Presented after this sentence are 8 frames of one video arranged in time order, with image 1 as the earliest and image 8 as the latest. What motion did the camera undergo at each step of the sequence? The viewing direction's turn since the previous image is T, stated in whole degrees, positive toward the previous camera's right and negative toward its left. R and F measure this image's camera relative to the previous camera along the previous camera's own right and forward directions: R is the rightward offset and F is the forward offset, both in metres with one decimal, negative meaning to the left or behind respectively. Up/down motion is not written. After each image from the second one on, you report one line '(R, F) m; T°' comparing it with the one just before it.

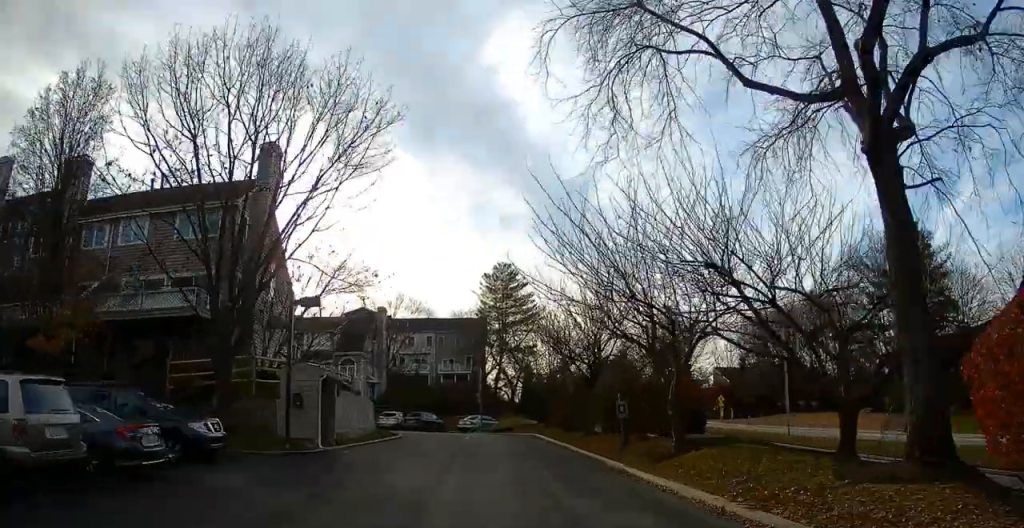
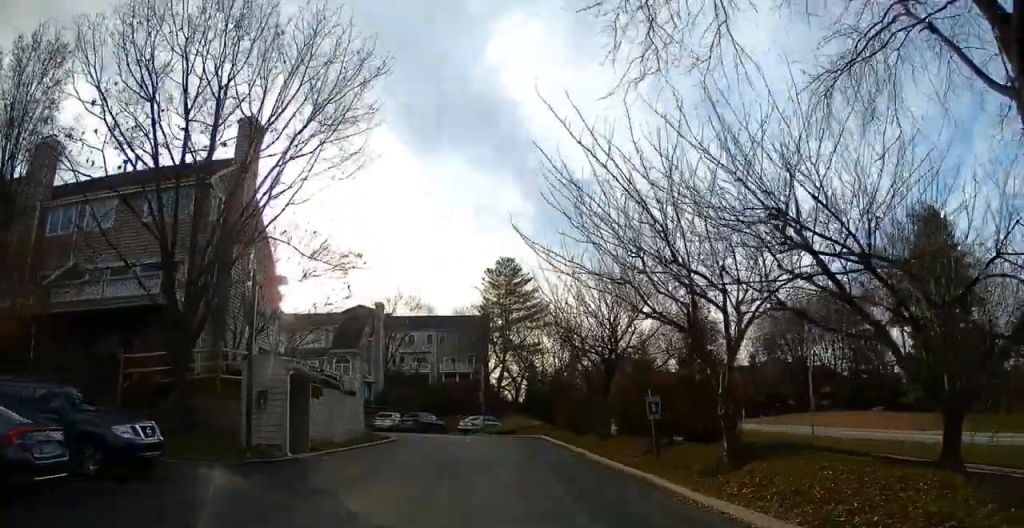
(-0.1, +3.6) m; -1°
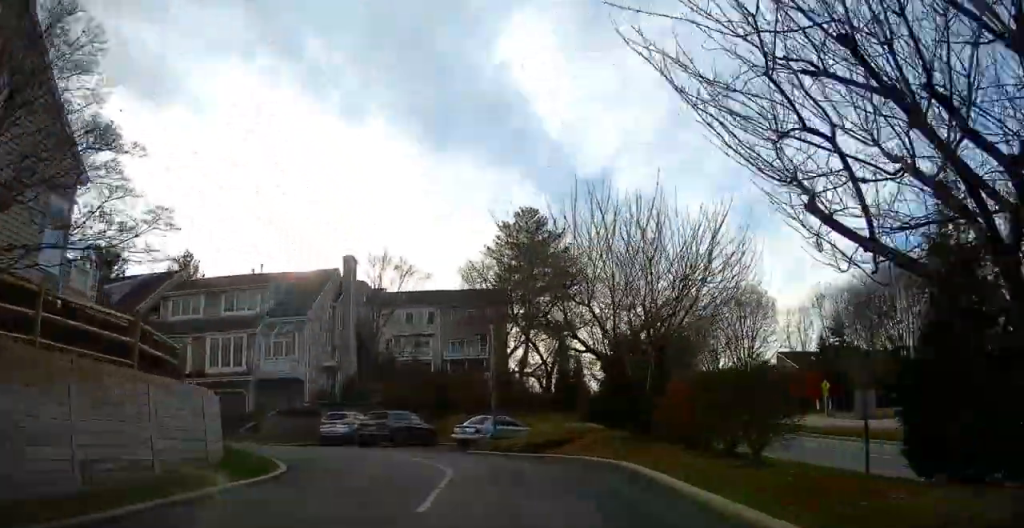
(-0.7, +21.3) m; -2°
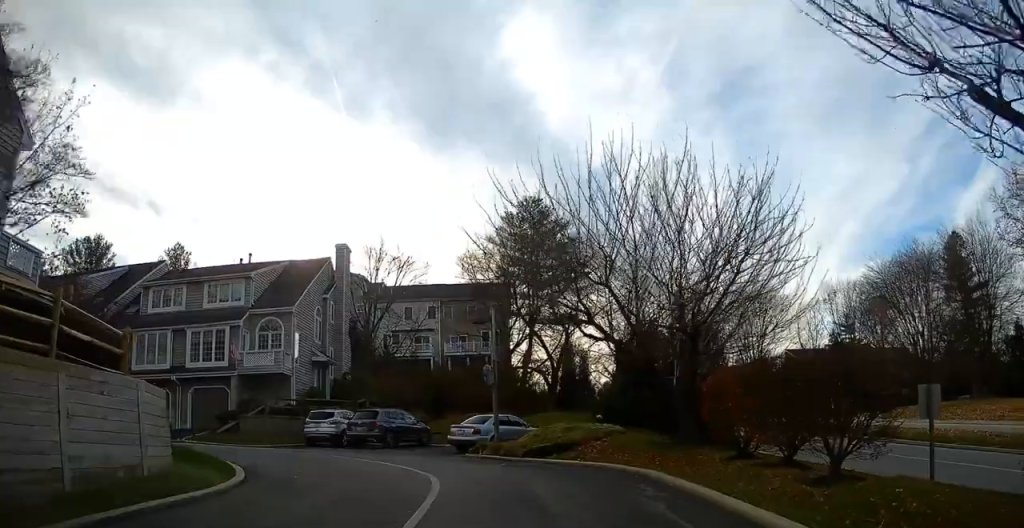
(+0.1, +3.1) m; 0°
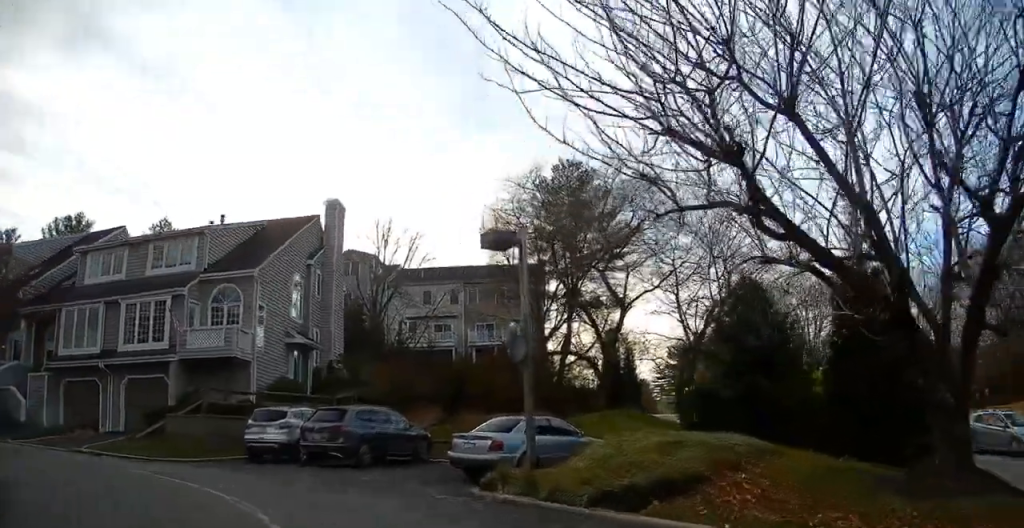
(-1.2, +9.3) m; -10°
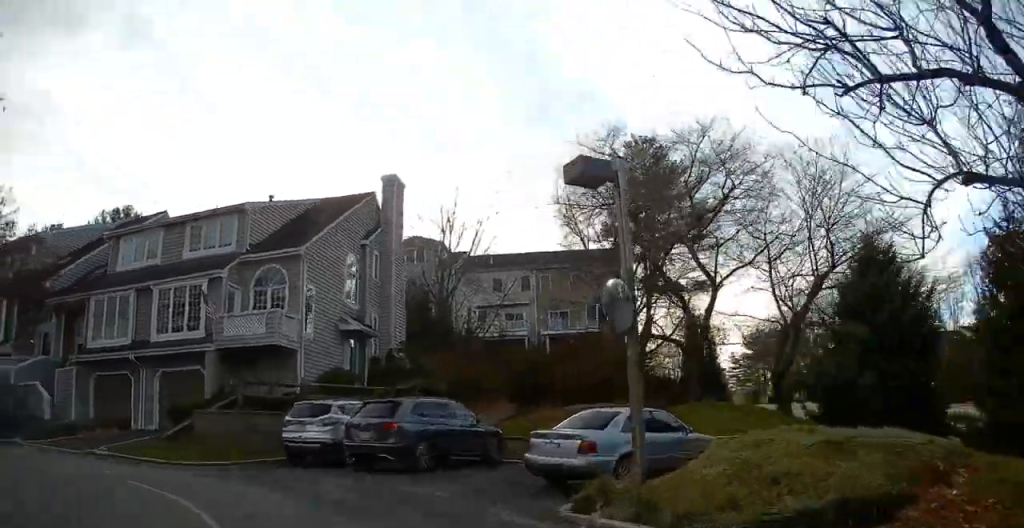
(-0.6, +2.7) m; +2°
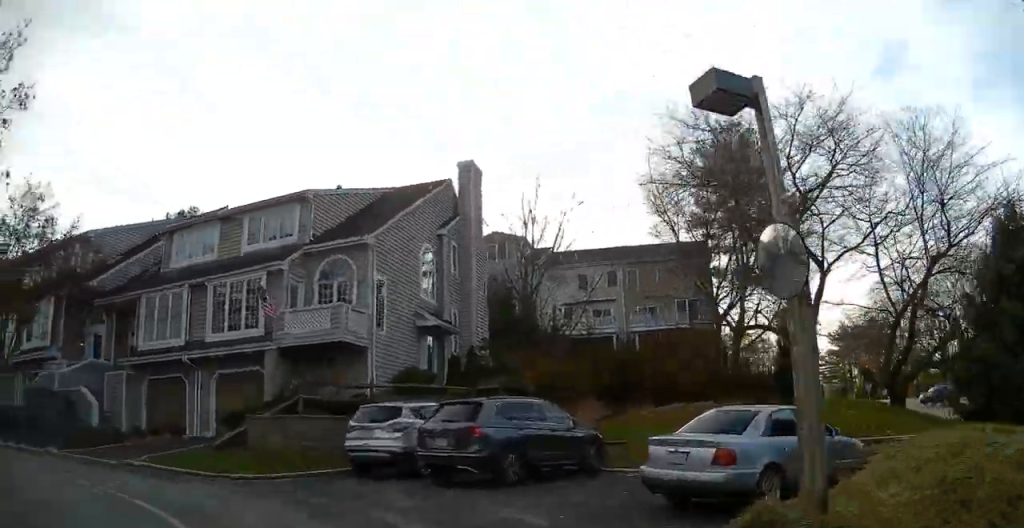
(+0.8, +2.7) m; 0°
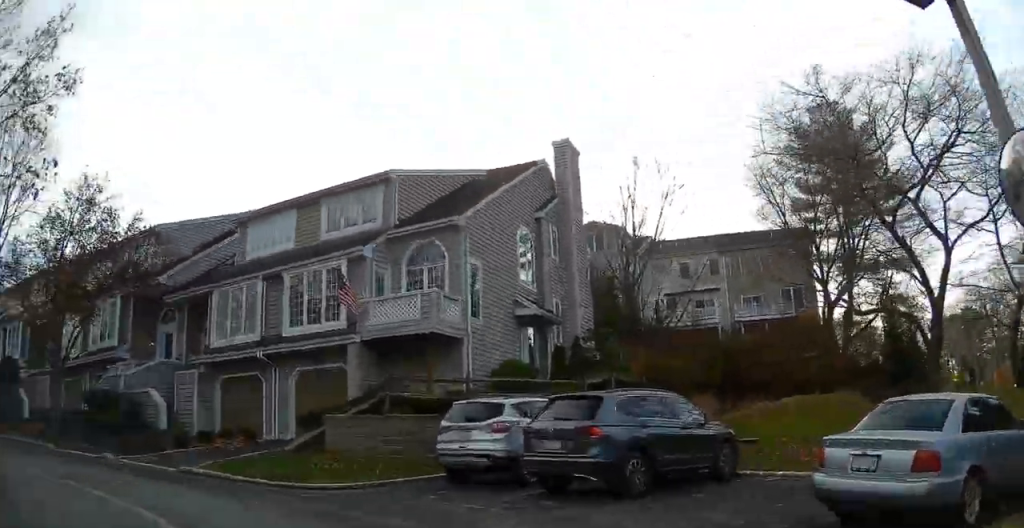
(+0.7, +2.5) m; 0°
